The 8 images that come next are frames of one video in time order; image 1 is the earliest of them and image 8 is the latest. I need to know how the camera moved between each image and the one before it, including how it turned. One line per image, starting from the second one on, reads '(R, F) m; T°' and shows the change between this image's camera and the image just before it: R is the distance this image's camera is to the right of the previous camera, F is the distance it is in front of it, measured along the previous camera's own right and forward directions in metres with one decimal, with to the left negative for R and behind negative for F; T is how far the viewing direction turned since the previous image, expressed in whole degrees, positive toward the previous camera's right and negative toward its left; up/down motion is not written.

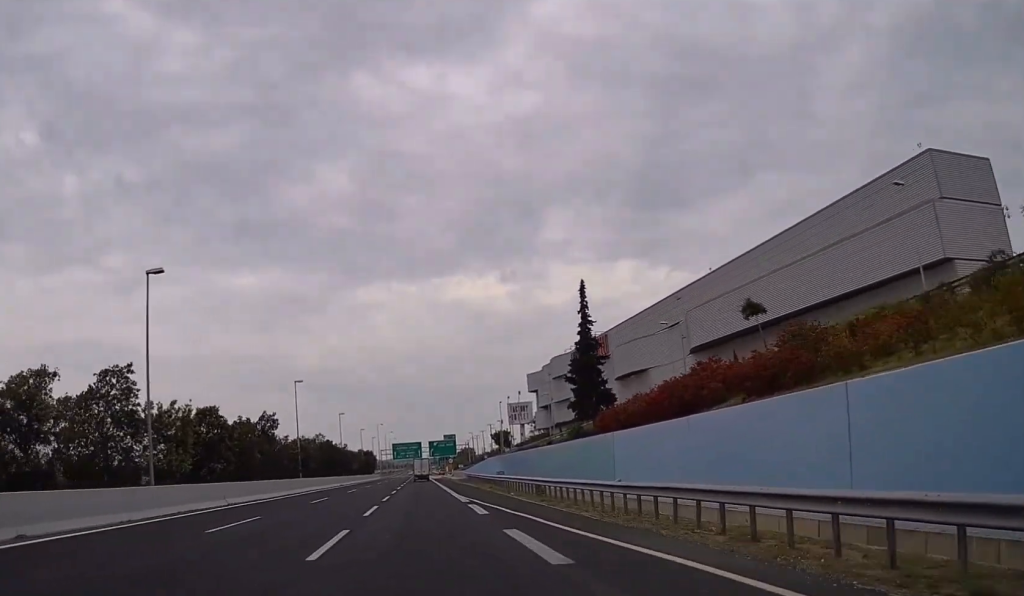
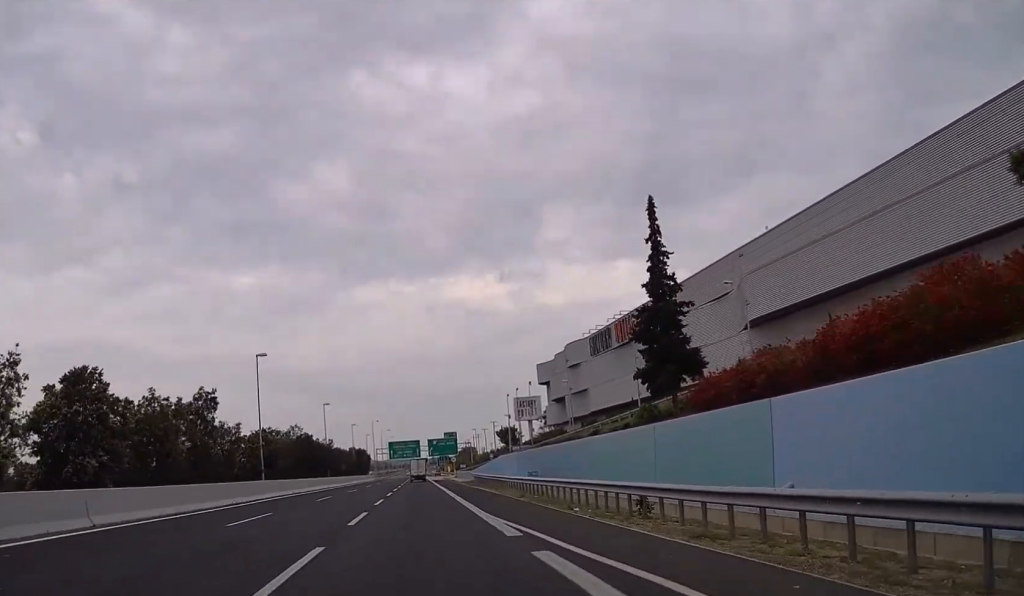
(+0.2, +16.5) m; 0°
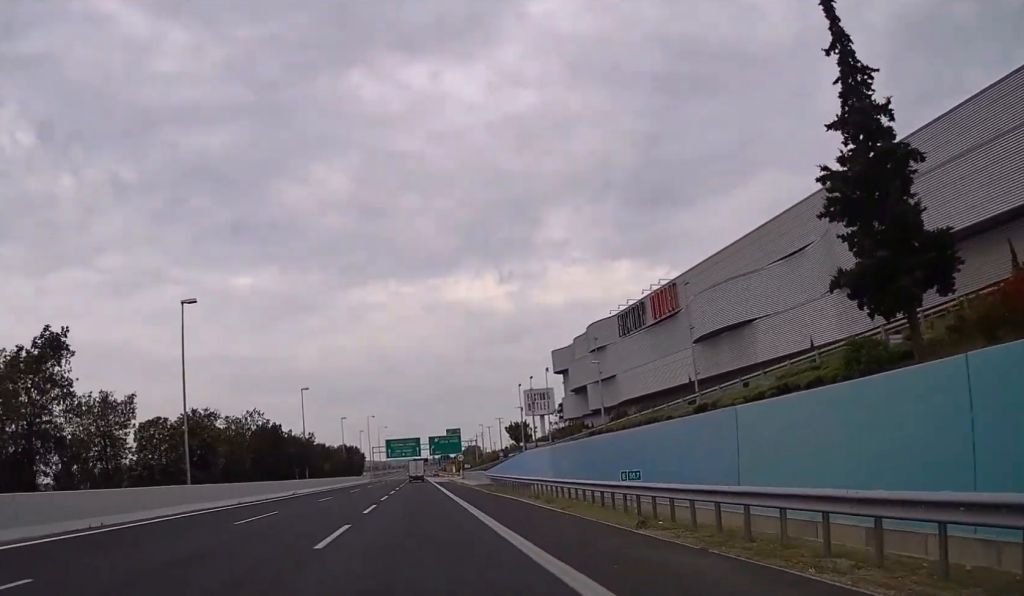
(0.0, +17.9) m; 0°
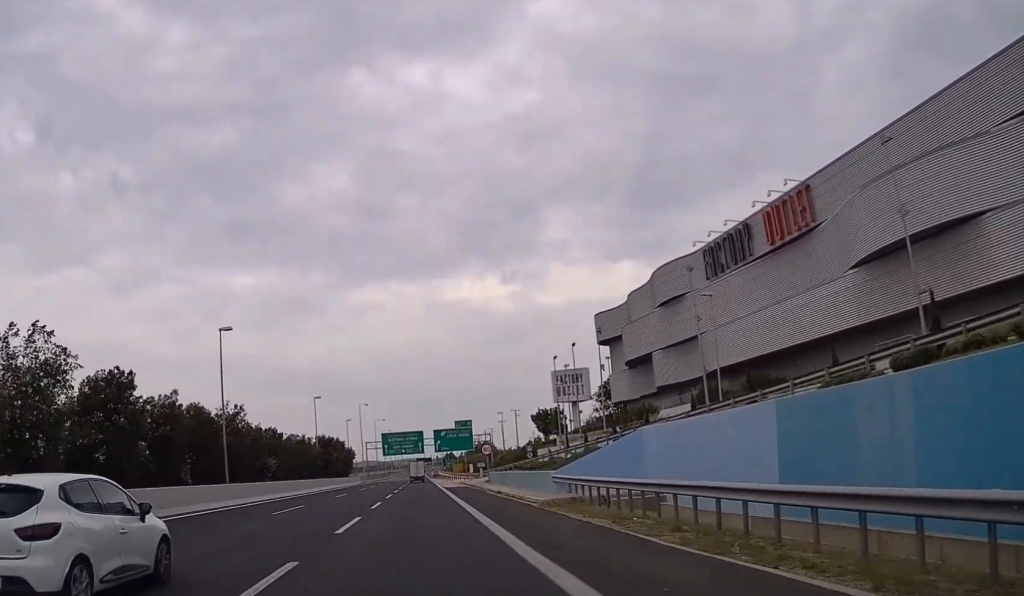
(-0.2, +32.6) m; 0°
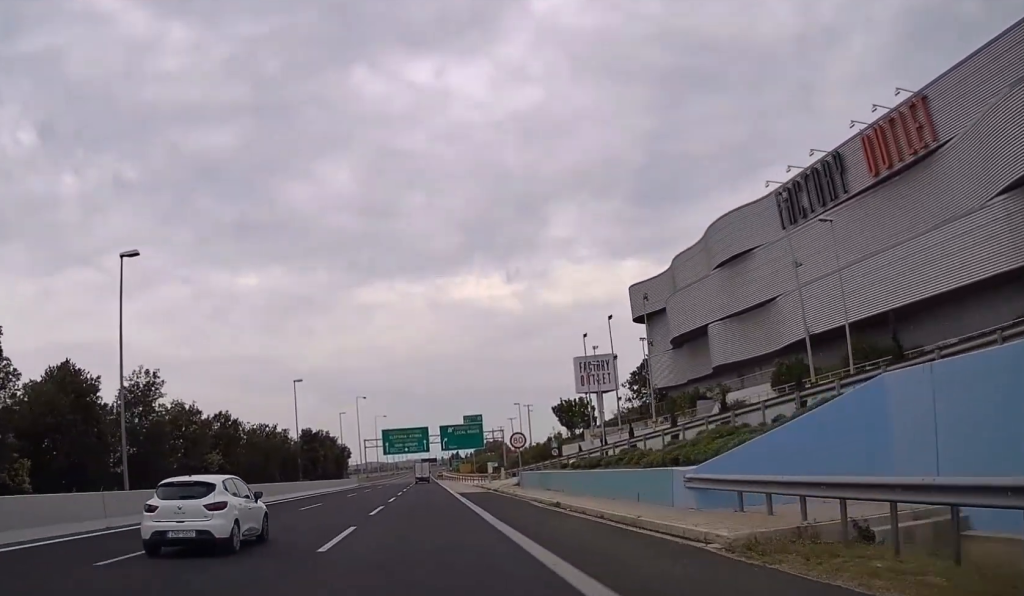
(+0.1, +16.2) m; 0°
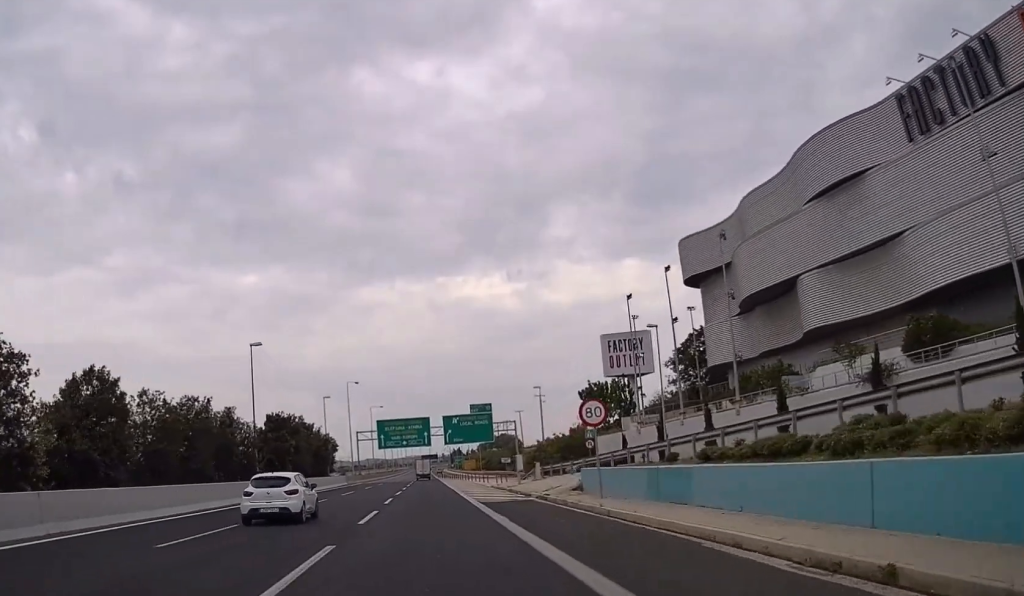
(0.0, +18.4) m; 0°
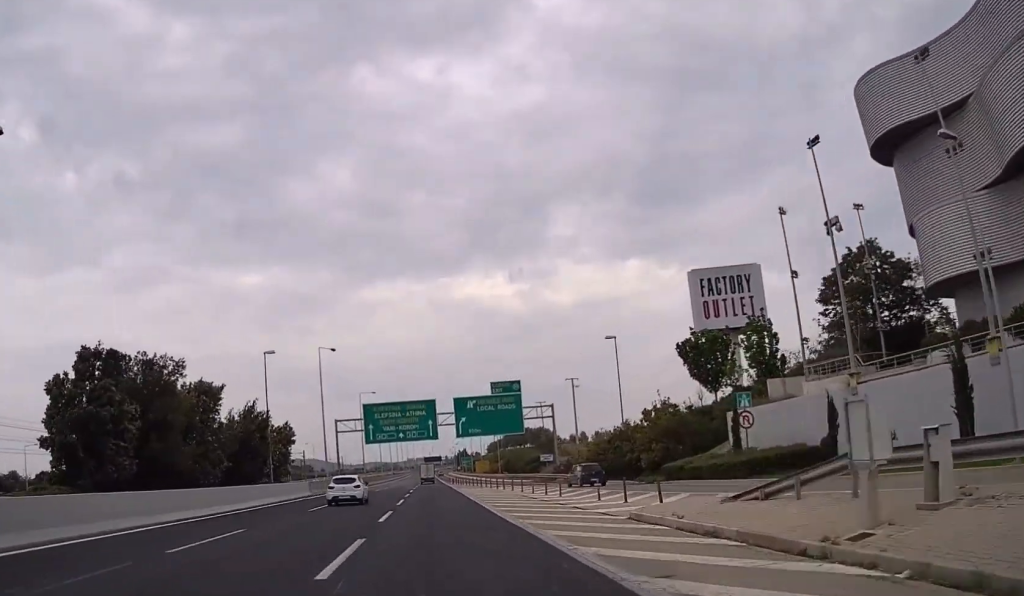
(-0.1, +34.4) m; -1°
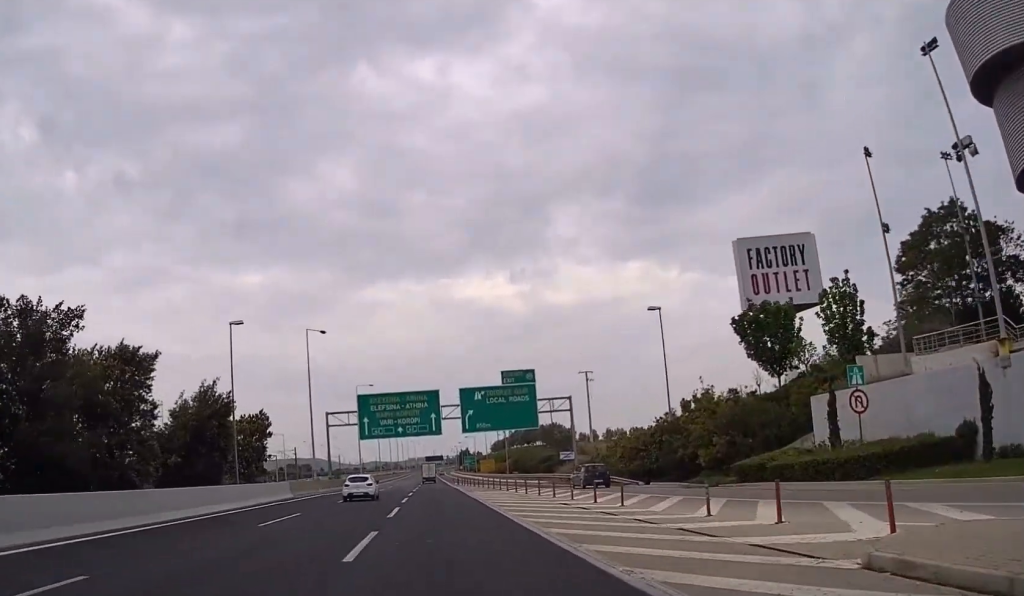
(-0.1, +10.1) m; 0°
